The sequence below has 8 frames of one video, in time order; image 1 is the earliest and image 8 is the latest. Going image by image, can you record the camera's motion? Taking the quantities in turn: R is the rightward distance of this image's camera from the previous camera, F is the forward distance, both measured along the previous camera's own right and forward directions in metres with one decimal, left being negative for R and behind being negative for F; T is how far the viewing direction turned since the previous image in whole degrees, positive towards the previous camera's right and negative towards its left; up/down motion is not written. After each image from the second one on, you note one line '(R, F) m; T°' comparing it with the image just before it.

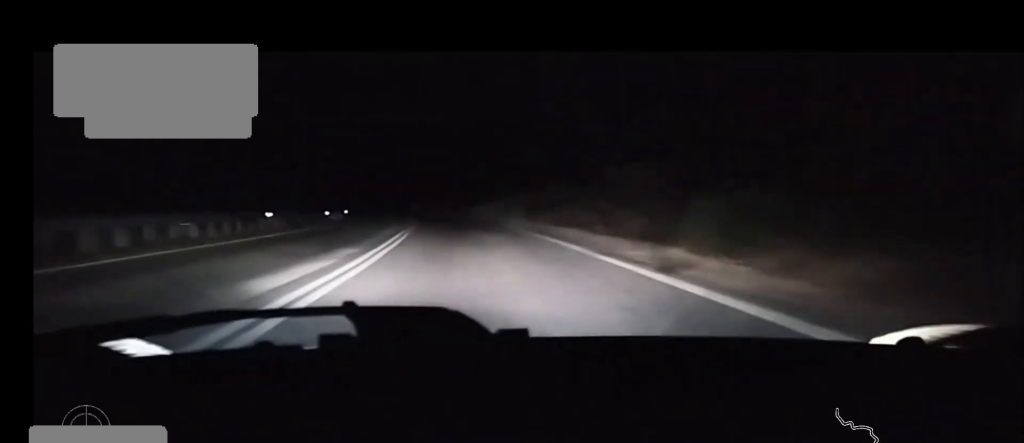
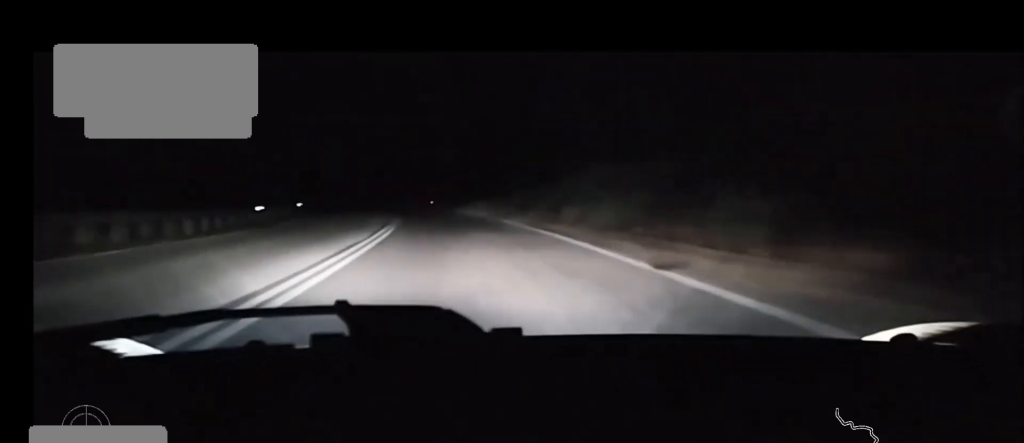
(-0.5, +31.1) m; -3°
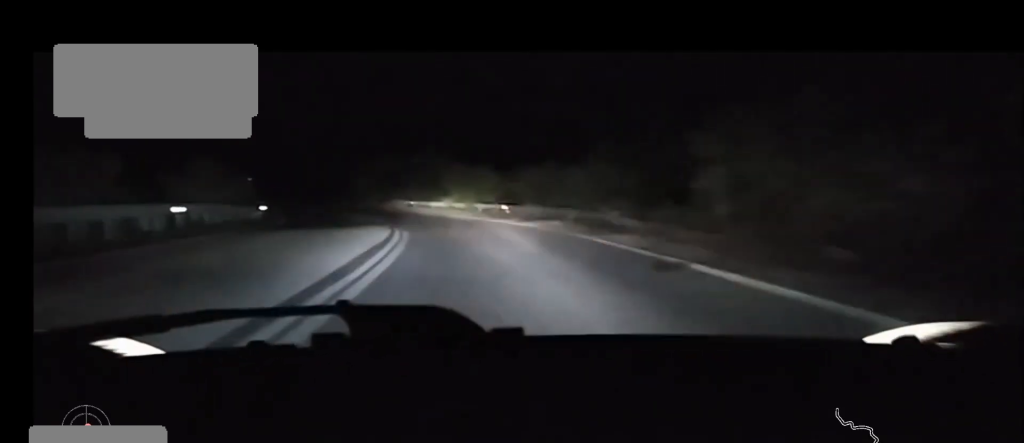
(-1.0, +25.0) m; -6°
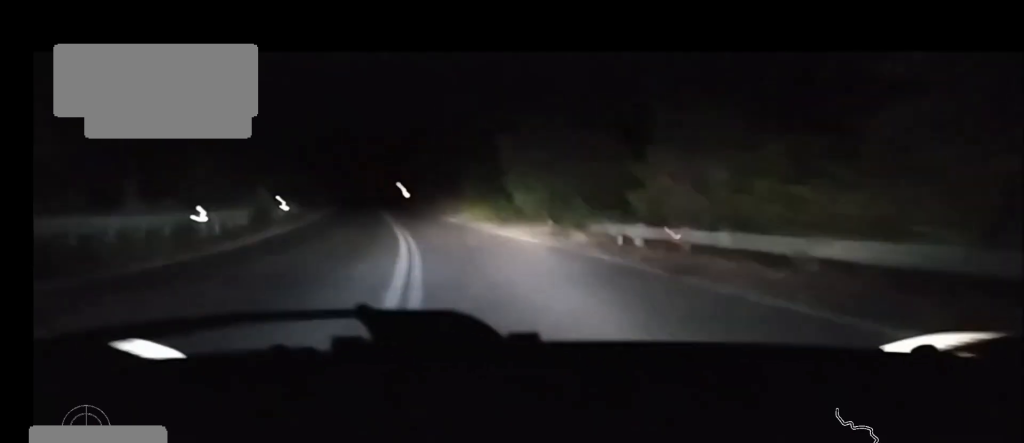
(-3.6, +36.9) m; -10°
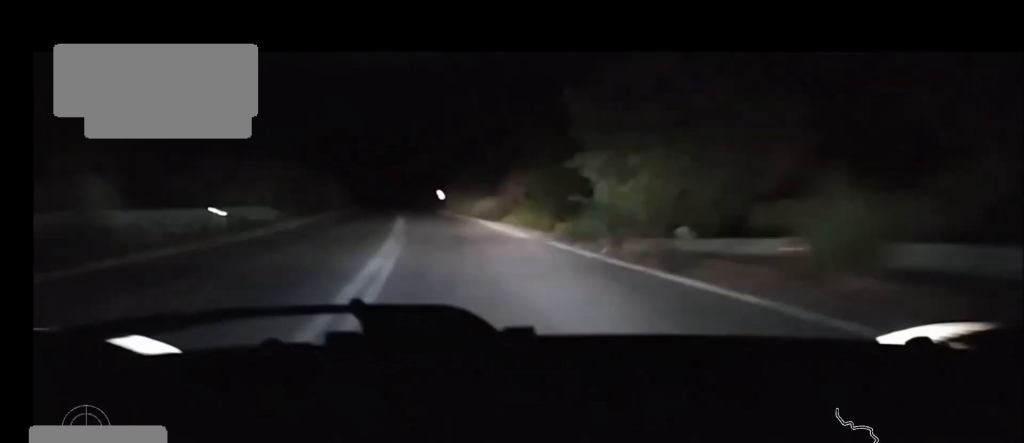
(-0.2, +12.2) m; -3°
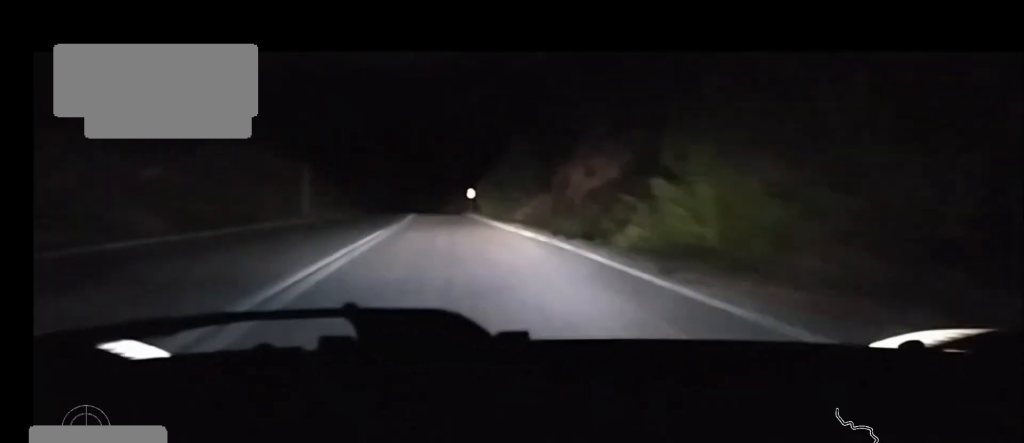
(-0.9, +20.3) m; -3°
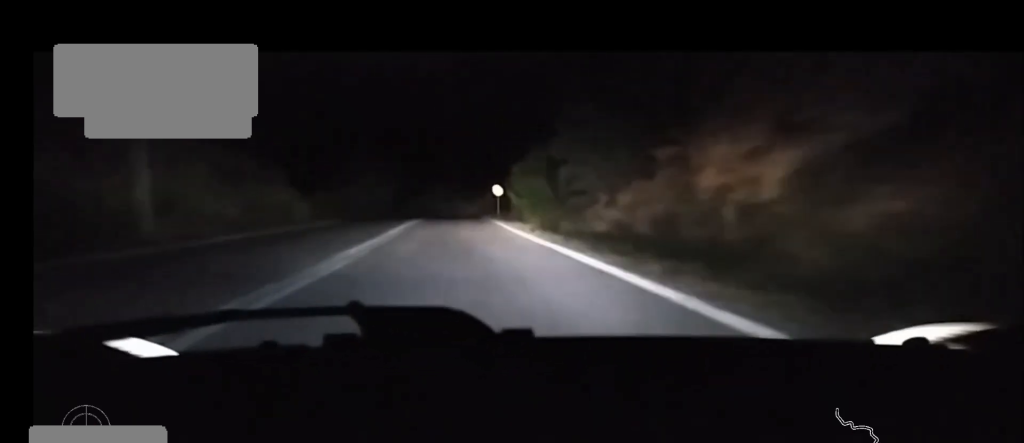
(-0.4, +19.5) m; -2°
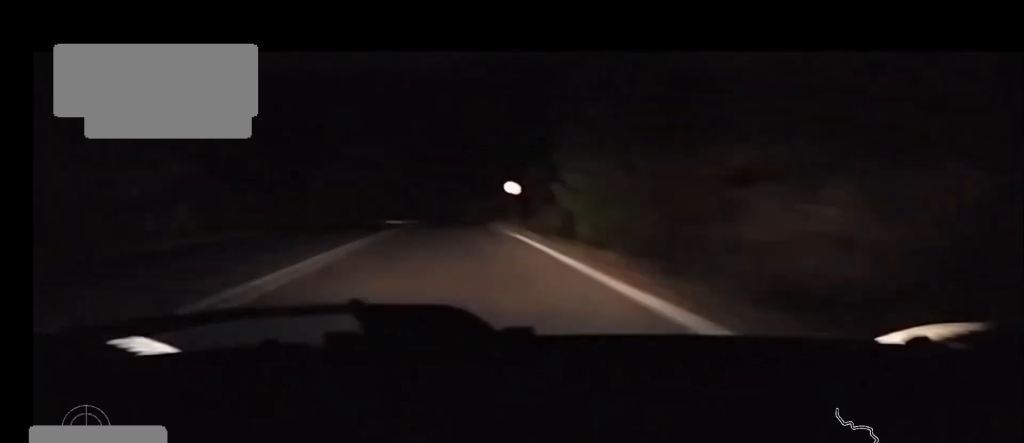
(-0.1, +13.7) m; -1°
